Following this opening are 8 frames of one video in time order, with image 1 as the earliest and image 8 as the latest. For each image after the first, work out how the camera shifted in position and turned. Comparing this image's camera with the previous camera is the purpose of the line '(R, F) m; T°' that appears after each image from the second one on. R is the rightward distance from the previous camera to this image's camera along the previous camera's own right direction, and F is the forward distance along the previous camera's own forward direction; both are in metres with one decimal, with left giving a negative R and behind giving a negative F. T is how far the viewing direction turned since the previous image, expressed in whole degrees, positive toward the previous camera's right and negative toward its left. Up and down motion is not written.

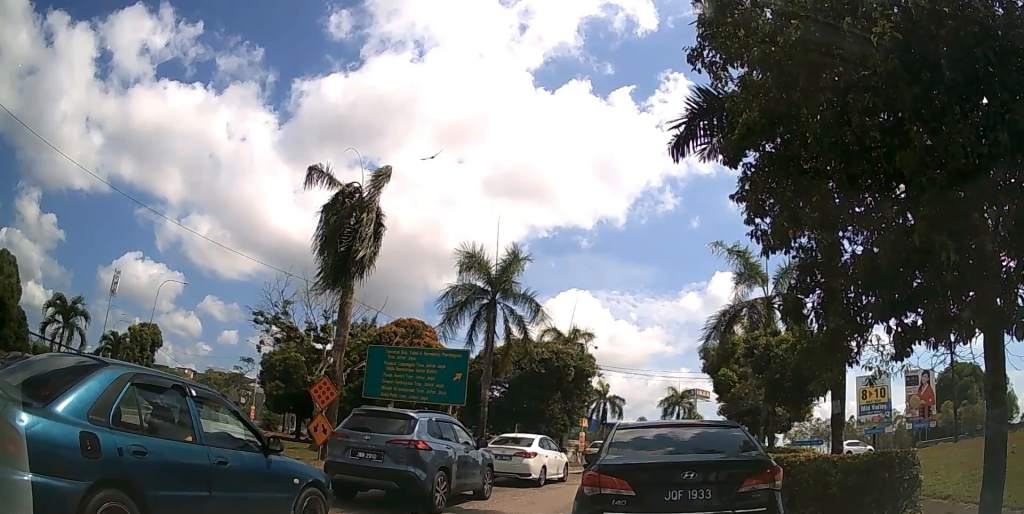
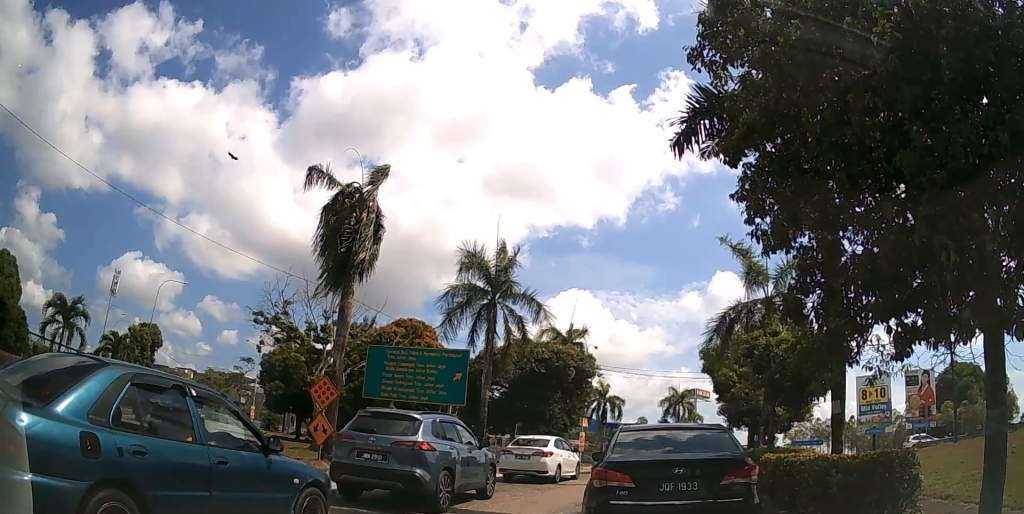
(0.0, 0.0) m; 0°
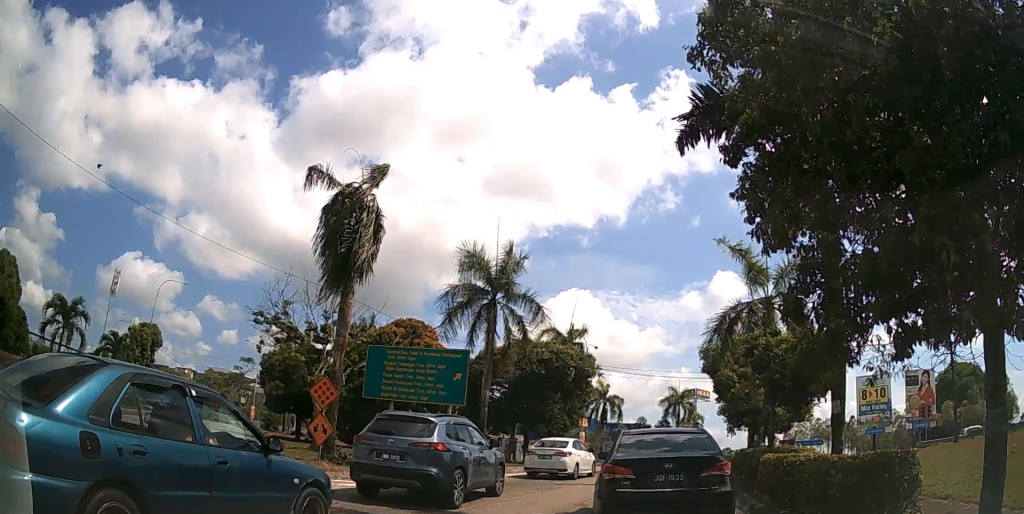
(0.0, 0.0) m; 0°
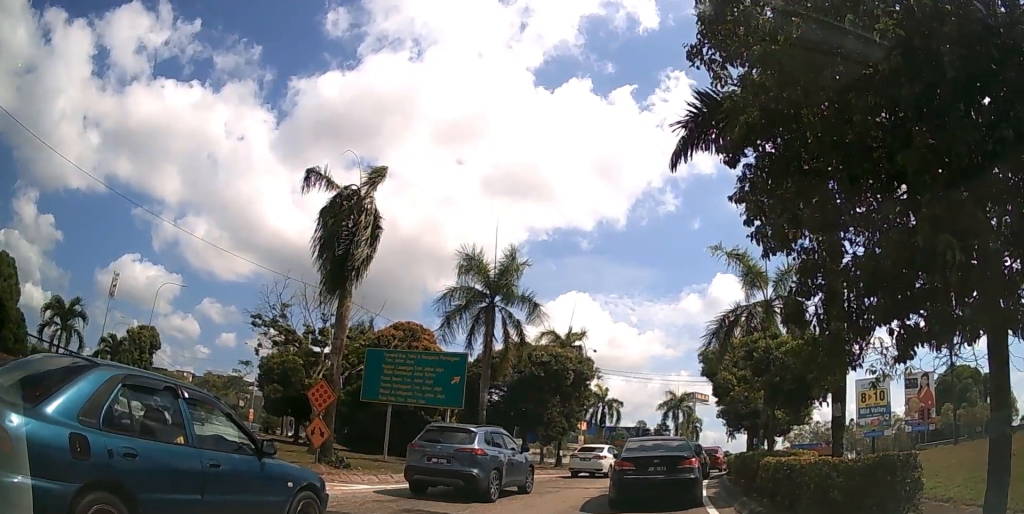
(0.0, +0.7) m; 0°
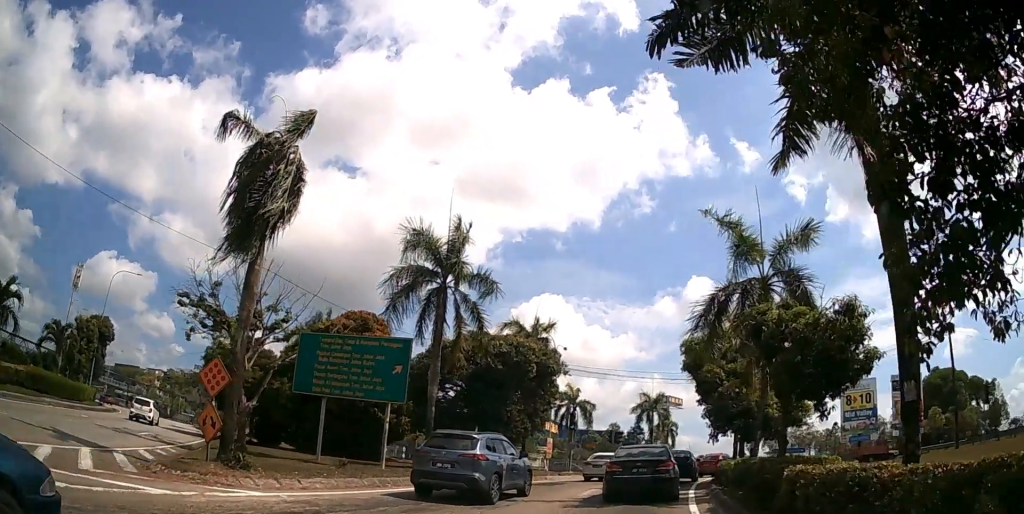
(0.0, +2.3) m; 0°
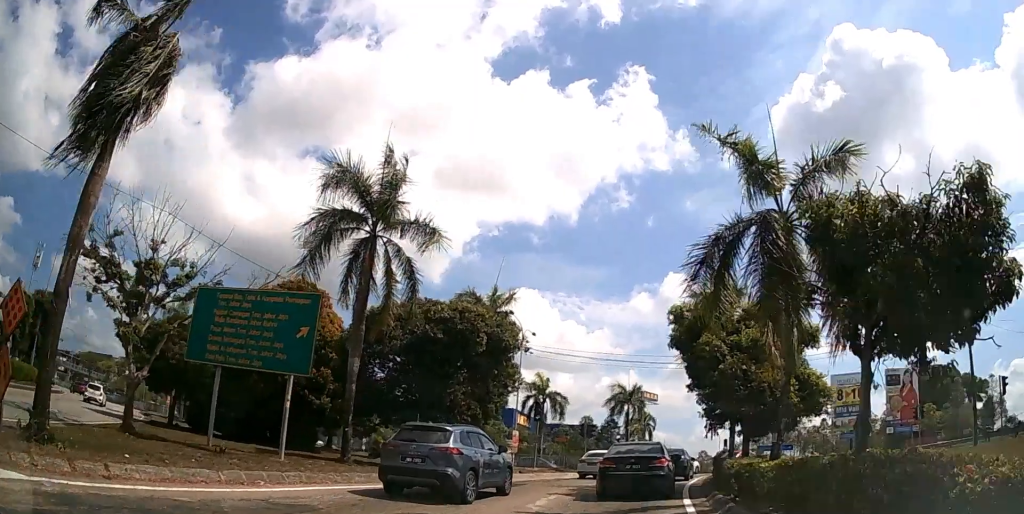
(0.0, +3.5) m; 0°
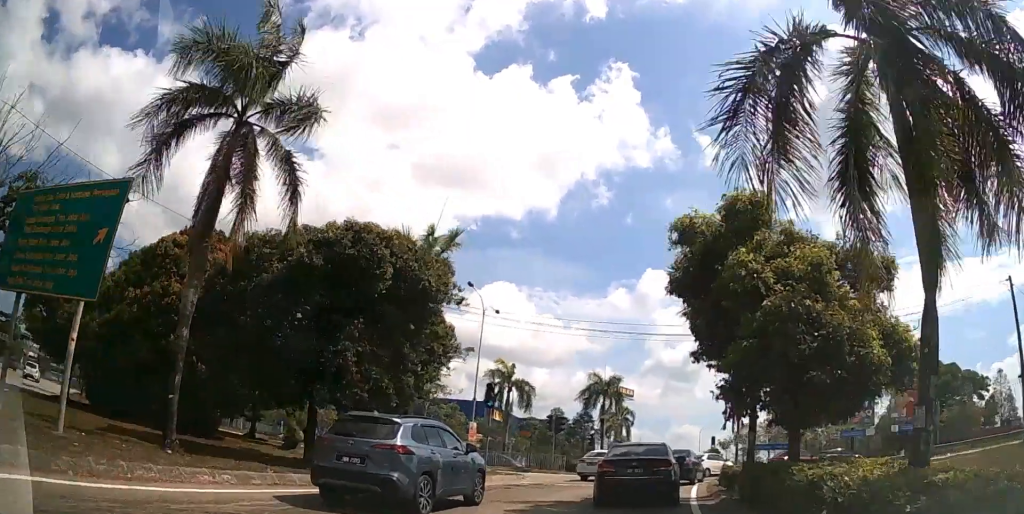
(0.0, +6.9) m; +1°
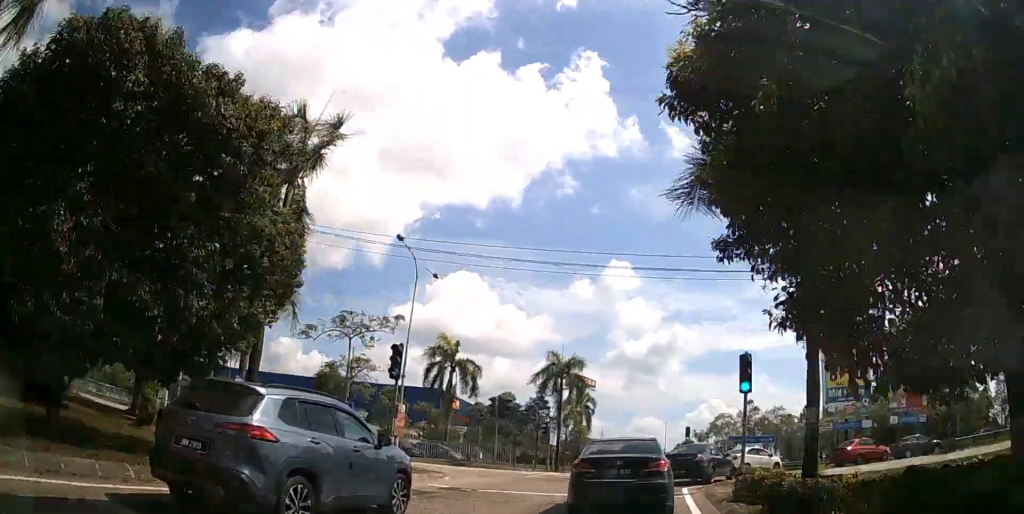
(+0.1, +8.1) m; +3°
